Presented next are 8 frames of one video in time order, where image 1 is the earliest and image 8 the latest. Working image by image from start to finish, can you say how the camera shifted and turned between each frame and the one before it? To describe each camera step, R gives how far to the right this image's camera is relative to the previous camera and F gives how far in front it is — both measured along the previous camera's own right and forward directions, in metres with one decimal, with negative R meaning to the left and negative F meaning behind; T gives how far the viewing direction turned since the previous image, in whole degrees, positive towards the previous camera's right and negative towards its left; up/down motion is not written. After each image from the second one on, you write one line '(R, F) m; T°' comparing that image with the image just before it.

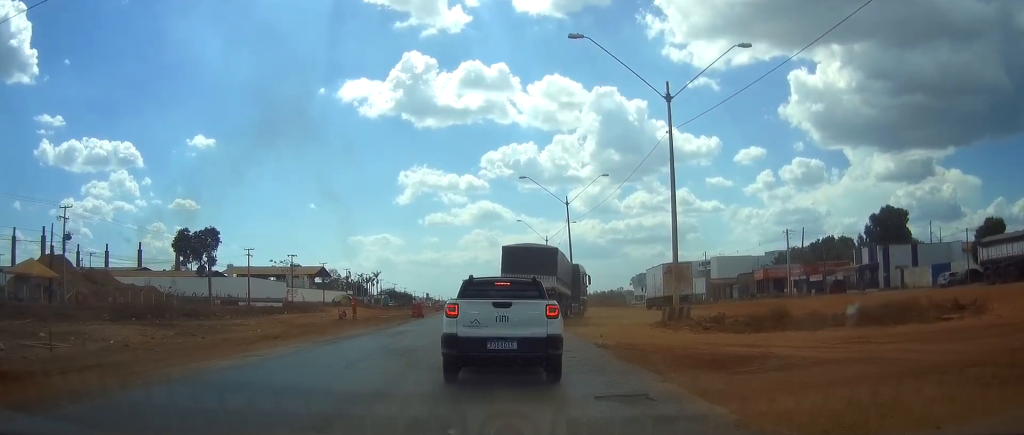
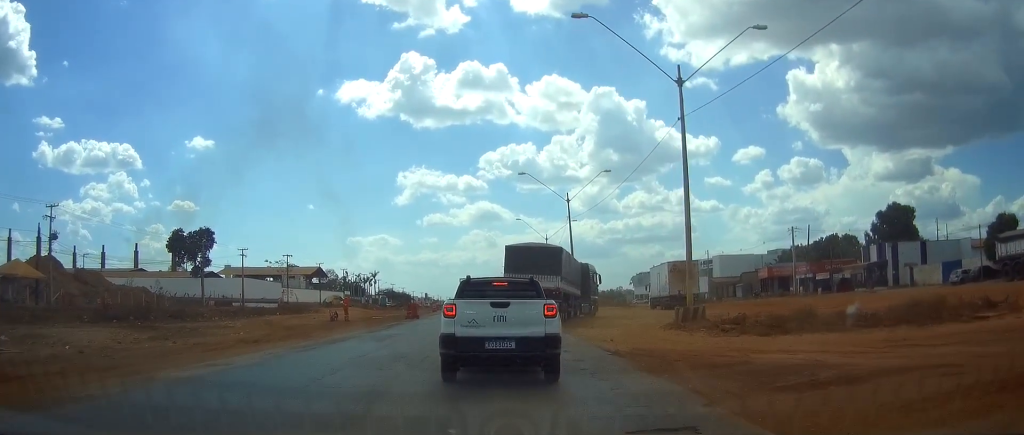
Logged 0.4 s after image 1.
(0.0, +2.6) m; +1°
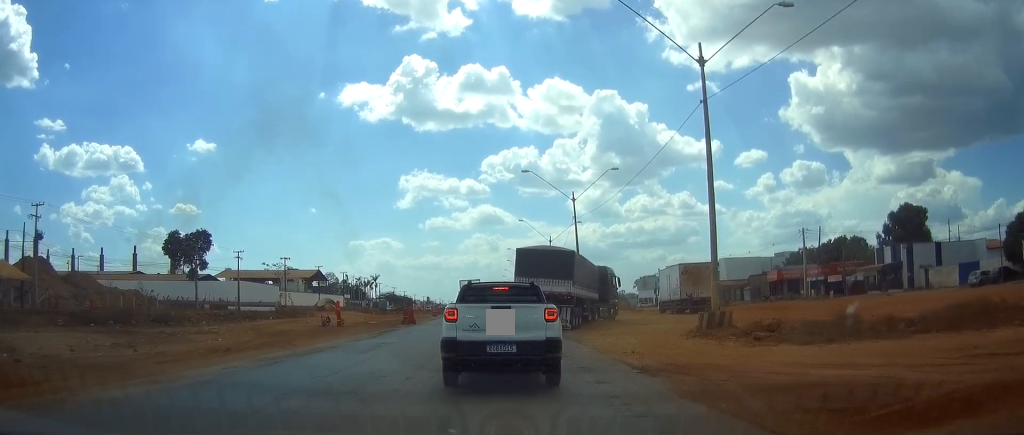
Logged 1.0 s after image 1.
(+0.1, +3.1) m; +1°
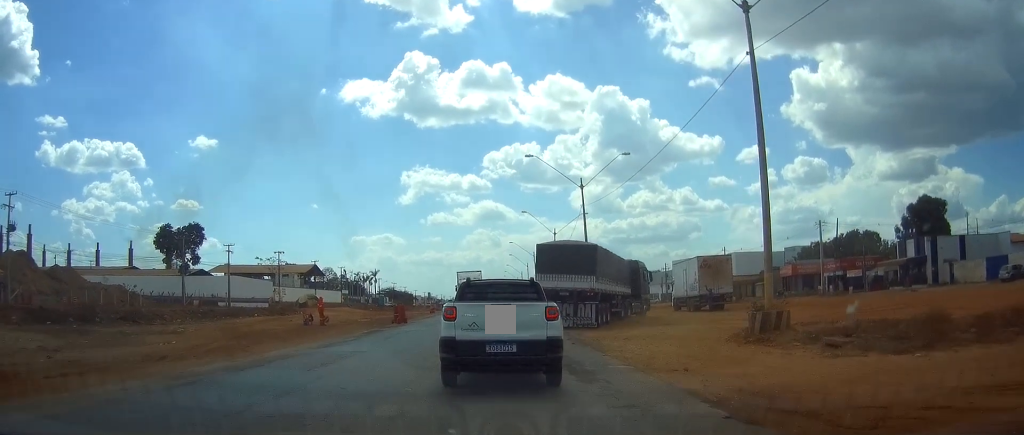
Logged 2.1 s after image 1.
(+0.1, +4.6) m; 0°
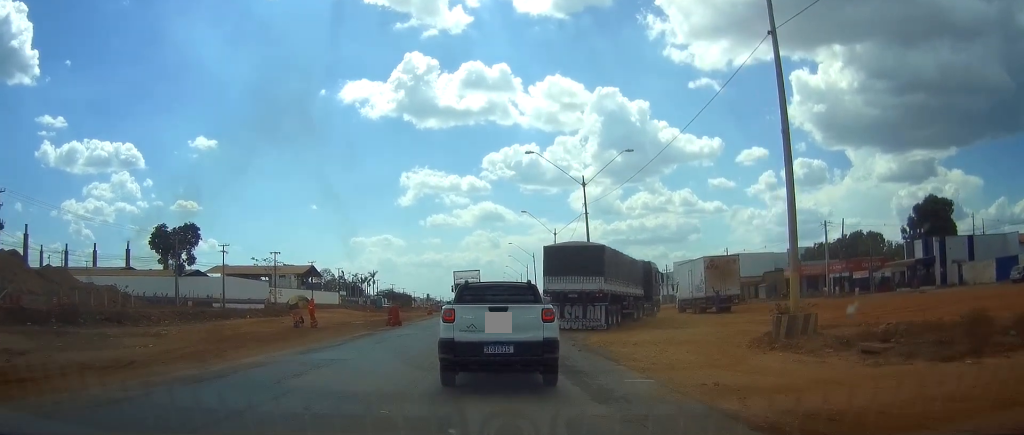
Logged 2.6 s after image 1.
(-0.1, +1.9) m; -1°
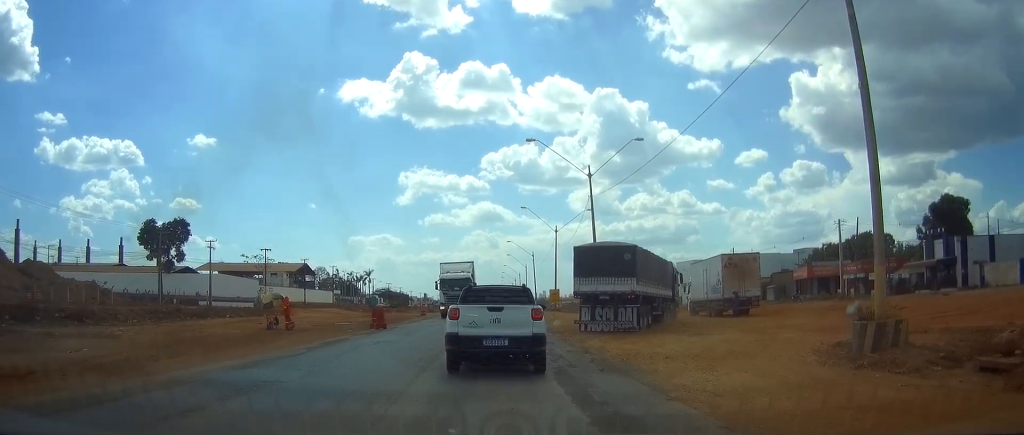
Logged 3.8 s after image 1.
(+0.1, +4.4) m; +1°
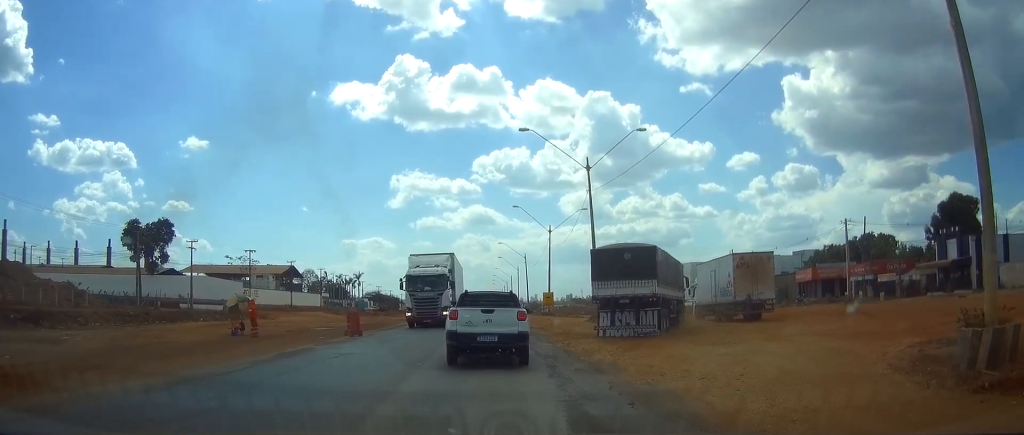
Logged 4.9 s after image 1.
(0.0, +3.5) m; -2°
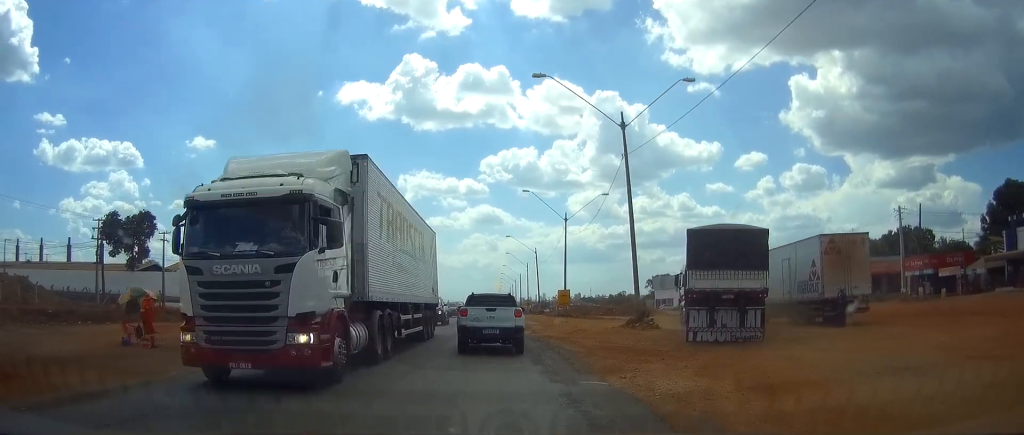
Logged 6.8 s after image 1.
(0.0, +9.8) m; +1°
